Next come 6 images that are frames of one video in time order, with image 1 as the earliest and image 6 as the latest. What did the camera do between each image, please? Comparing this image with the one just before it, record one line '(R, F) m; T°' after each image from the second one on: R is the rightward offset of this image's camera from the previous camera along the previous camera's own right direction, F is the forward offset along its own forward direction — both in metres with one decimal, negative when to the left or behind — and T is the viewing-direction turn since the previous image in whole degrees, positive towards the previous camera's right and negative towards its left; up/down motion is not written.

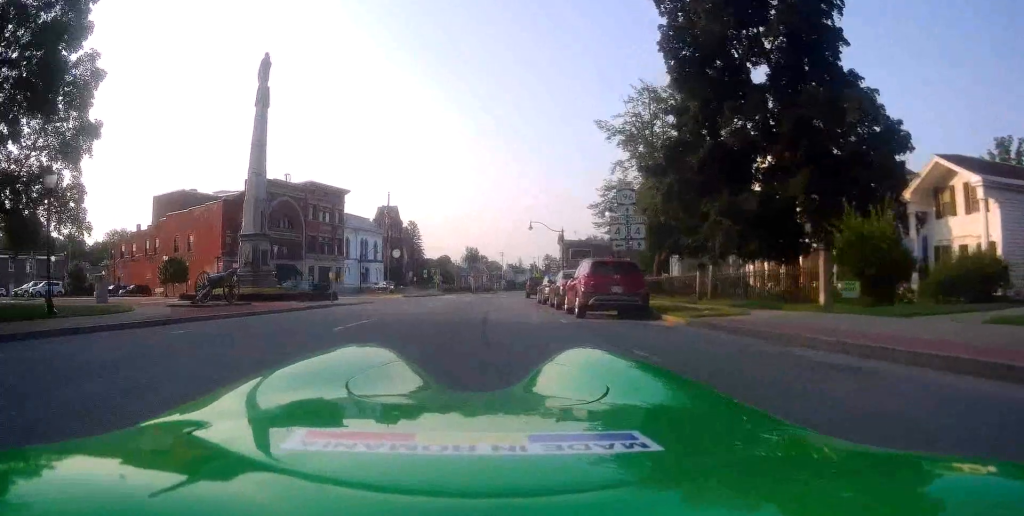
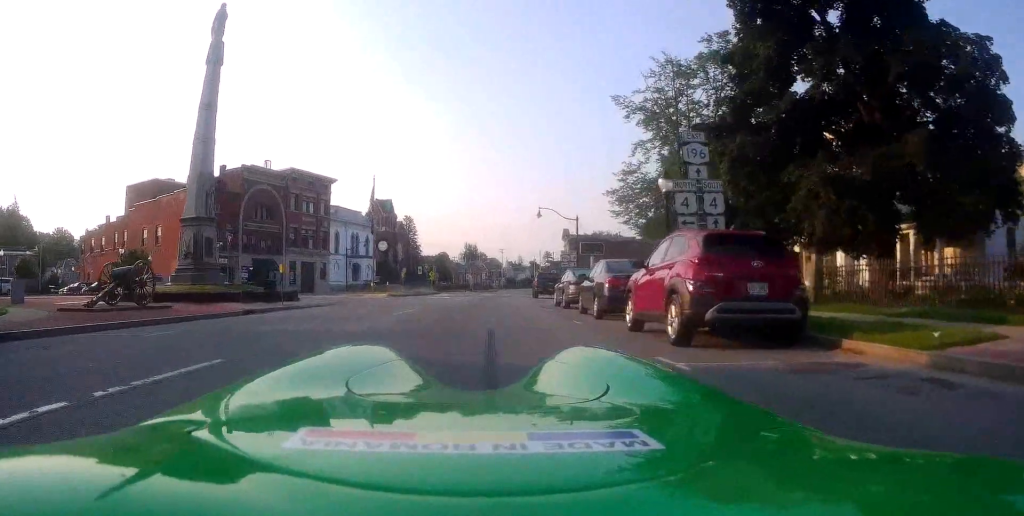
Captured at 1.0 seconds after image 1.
(-0.5, +7.8) m; -3°
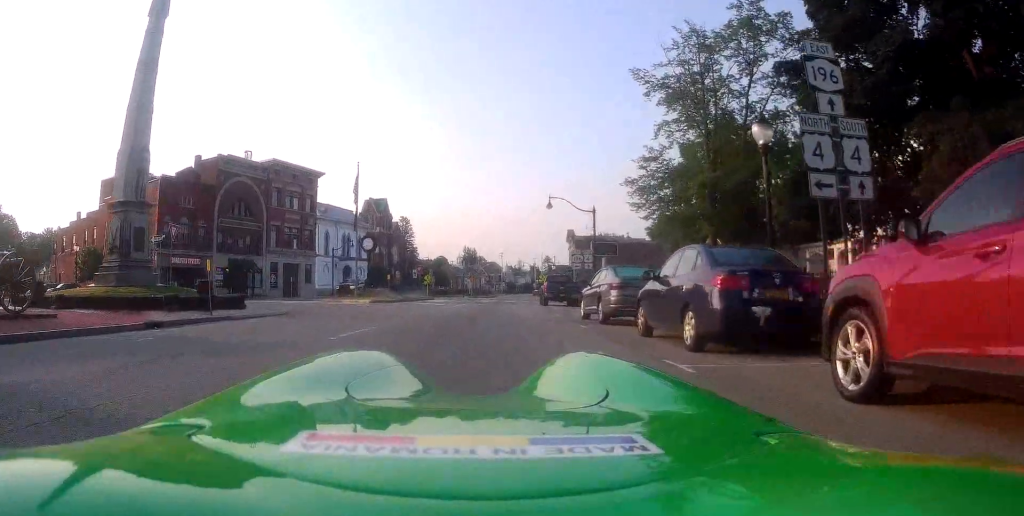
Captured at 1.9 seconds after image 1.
(0.0, +6.4) m; +3°
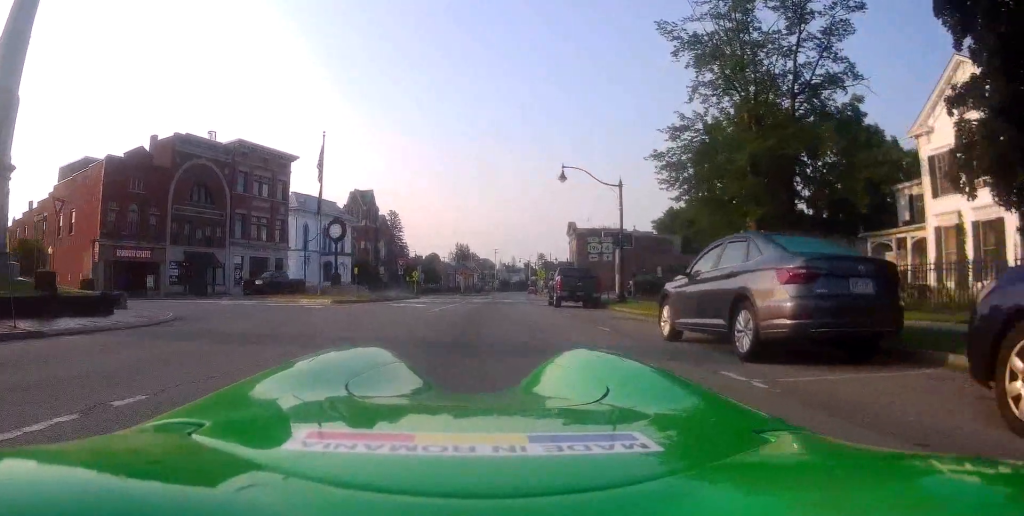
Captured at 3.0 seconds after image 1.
(+0.6, +8.2) m; +4°
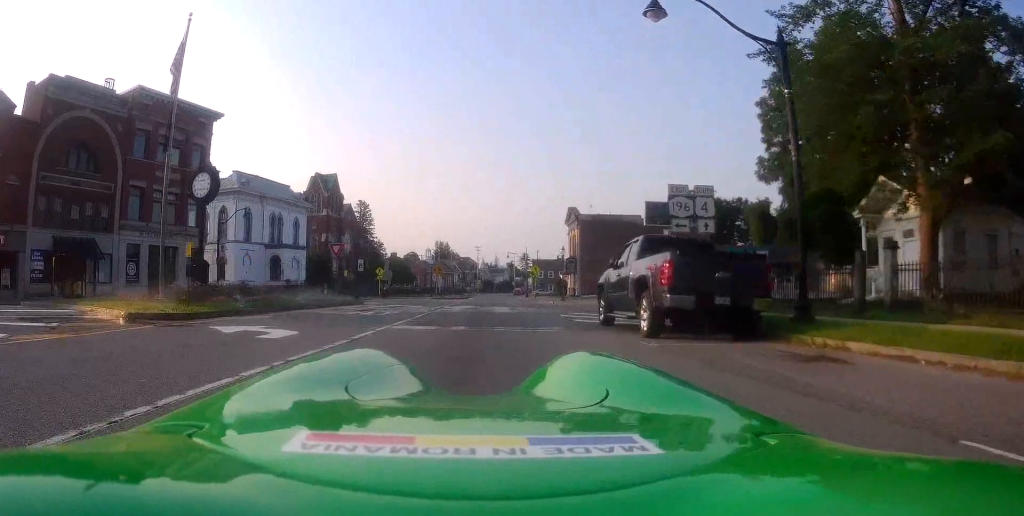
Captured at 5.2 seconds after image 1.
(-0.7, +17.0) m; -3°
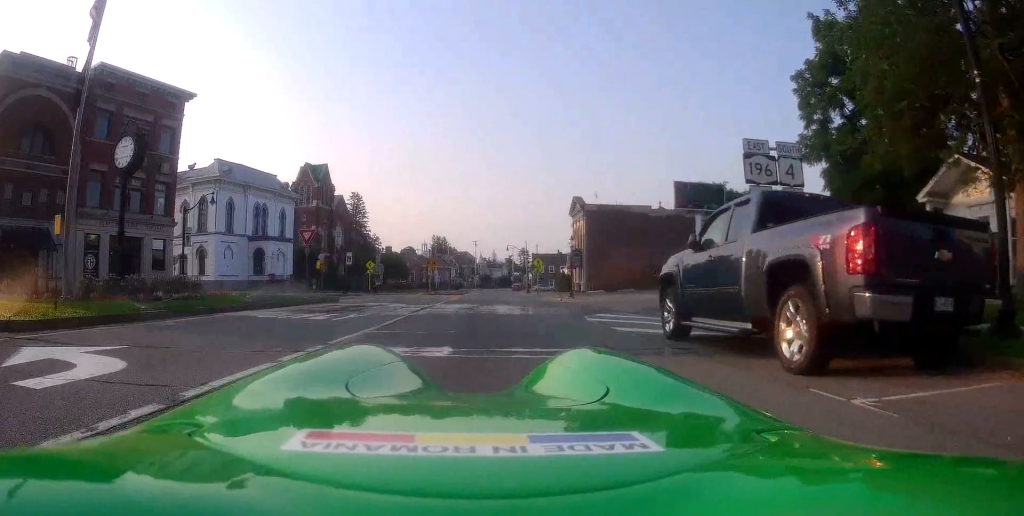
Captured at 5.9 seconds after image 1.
(+0.1, +5.1) m; +2°
